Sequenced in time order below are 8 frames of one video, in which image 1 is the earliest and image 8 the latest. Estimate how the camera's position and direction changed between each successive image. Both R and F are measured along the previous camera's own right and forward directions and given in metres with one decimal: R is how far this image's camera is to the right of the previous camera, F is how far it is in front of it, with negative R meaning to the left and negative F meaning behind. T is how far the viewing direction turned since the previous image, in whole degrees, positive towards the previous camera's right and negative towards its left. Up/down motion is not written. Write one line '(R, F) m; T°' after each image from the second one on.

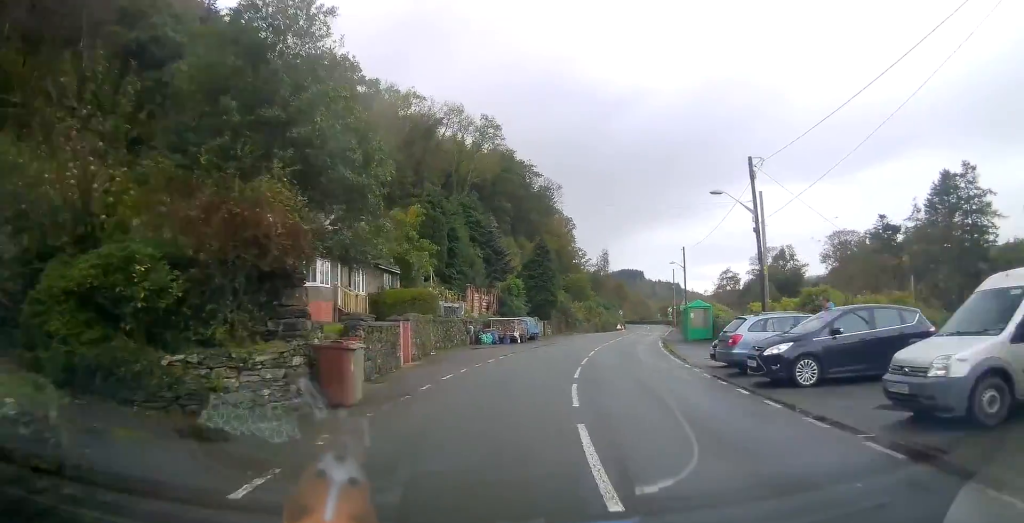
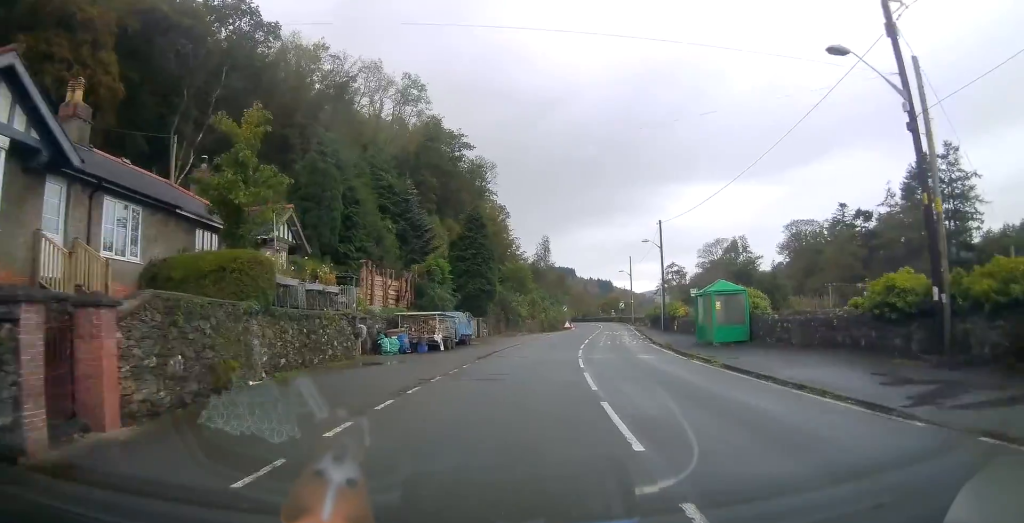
(+1.2, +15.7) m; +6°
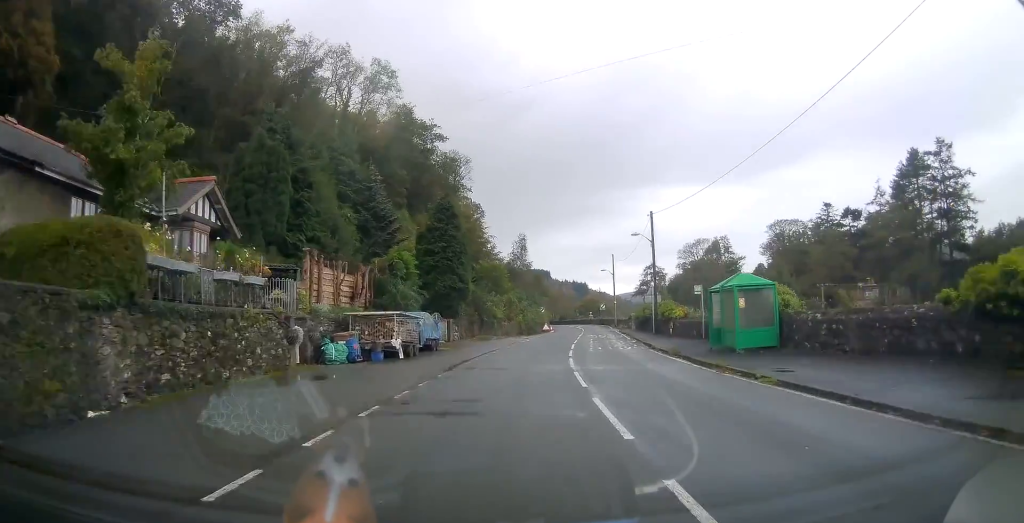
(0.0, +5.1) m; +1°
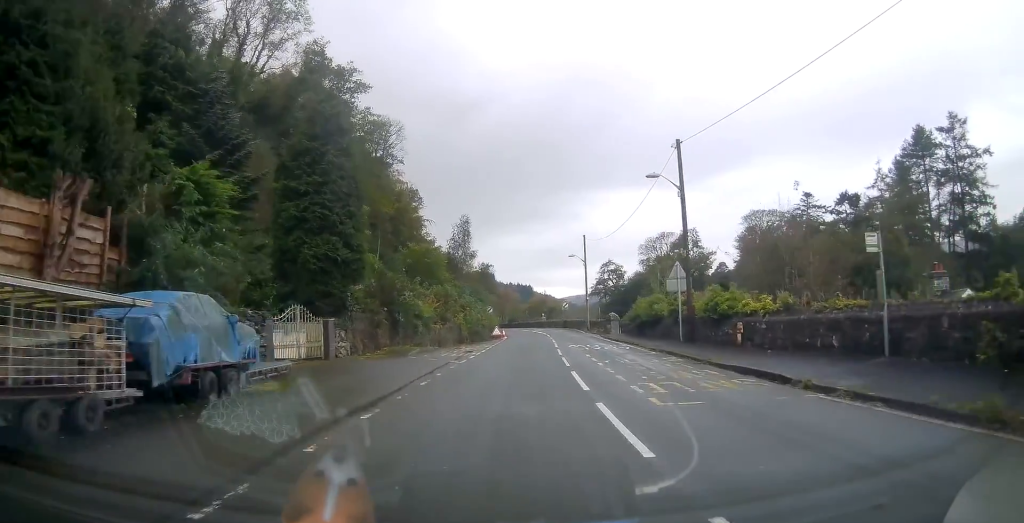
(+0.8, +18.8) m; +4°
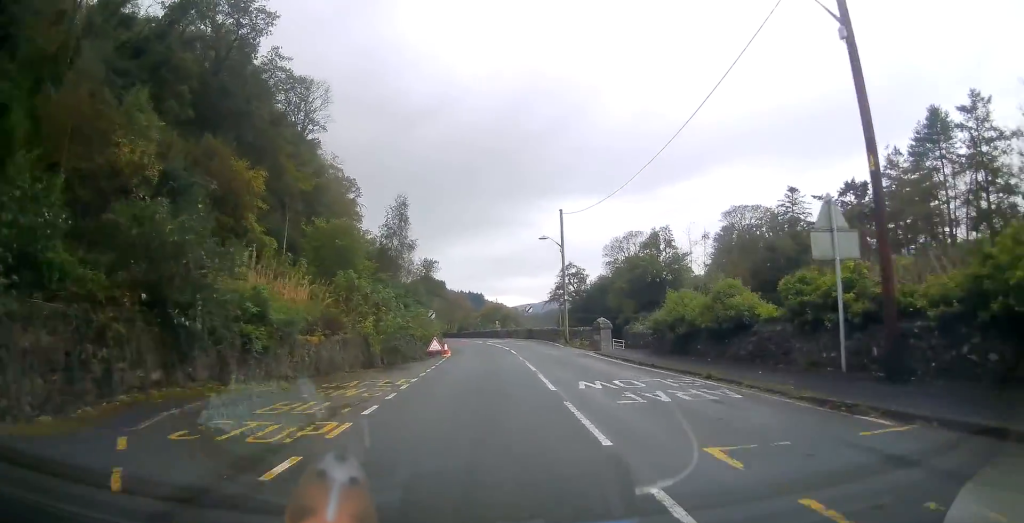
(+0.4, +16.7) m; +3°
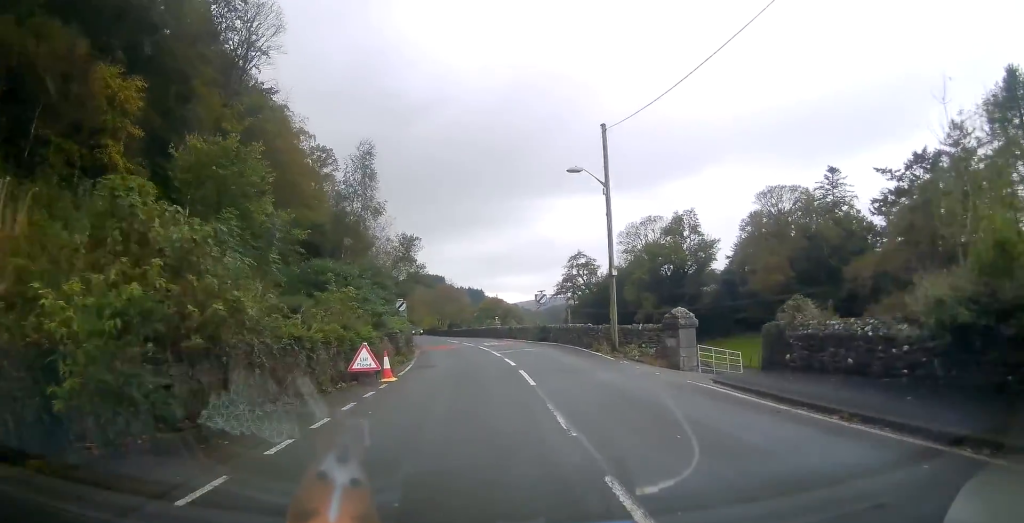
(+0.3, +17.5) m; -1°
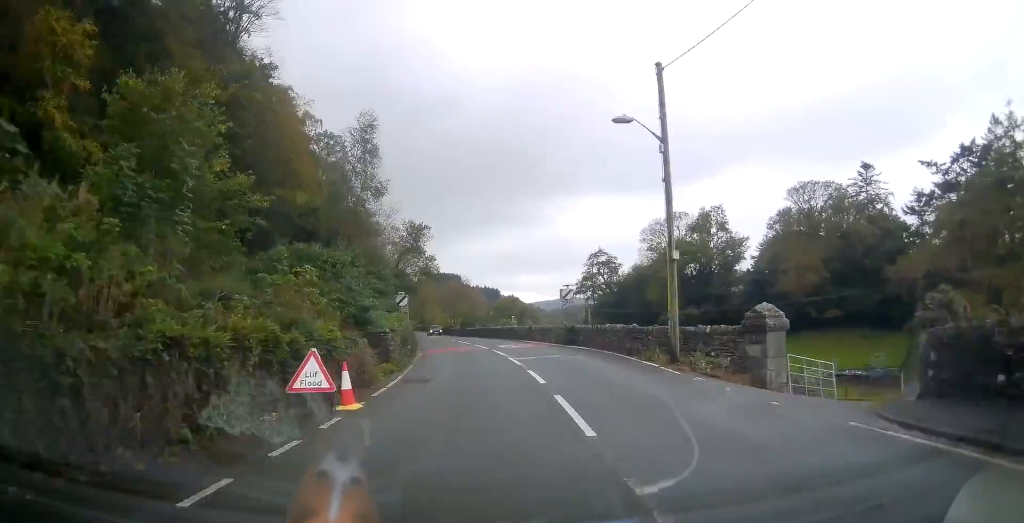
(-0.2, +6.1) m; -1°
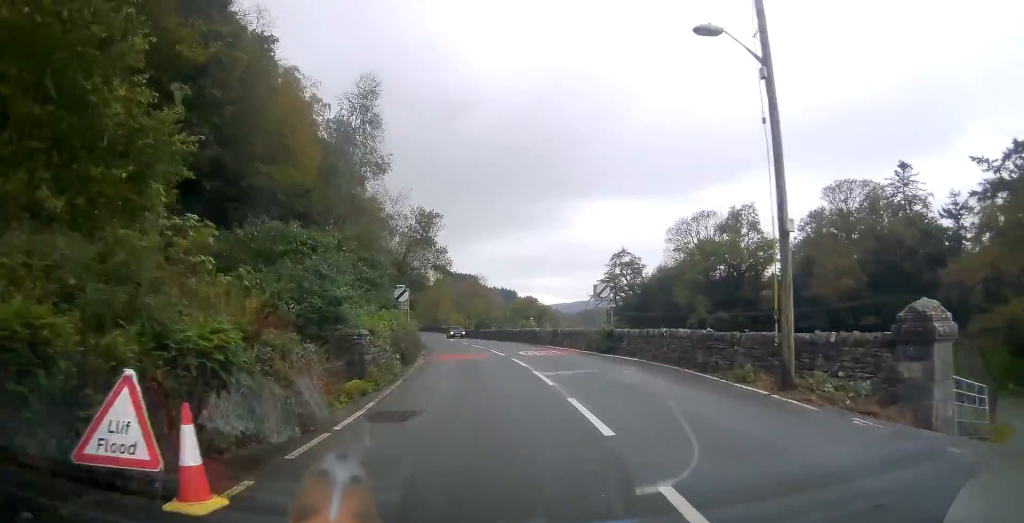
(-0.1, +6.1) m; -1°
